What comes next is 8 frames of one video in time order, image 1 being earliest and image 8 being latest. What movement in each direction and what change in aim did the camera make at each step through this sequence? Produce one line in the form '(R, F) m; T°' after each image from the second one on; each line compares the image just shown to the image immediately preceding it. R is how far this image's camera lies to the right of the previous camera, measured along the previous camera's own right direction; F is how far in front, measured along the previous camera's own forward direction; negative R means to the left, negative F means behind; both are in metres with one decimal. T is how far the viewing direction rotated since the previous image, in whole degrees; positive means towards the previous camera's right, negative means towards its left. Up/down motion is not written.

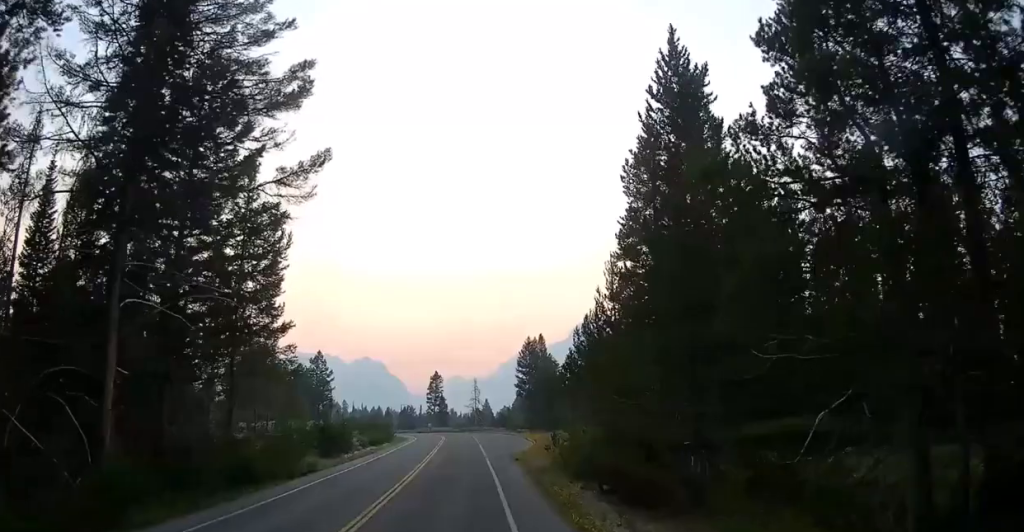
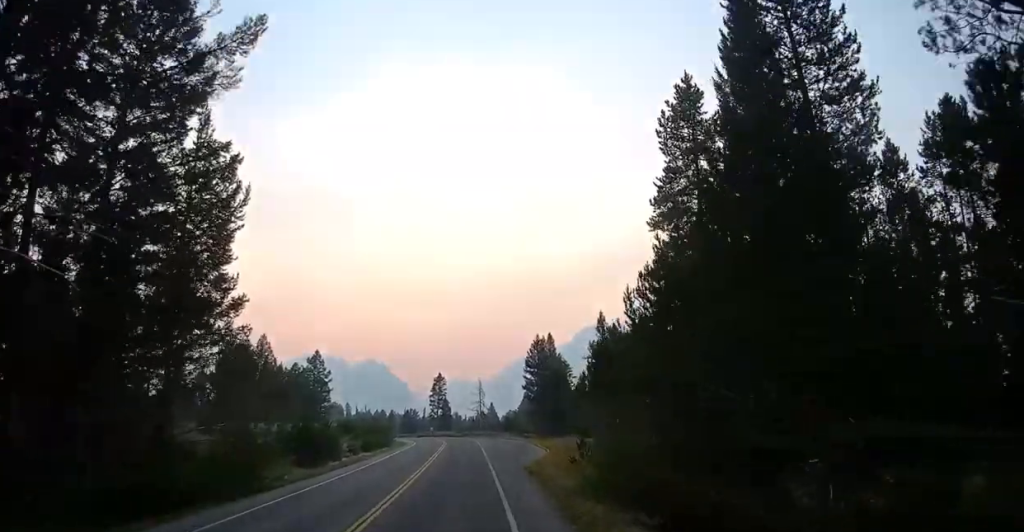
(+0.2, +7.3) m; 0°
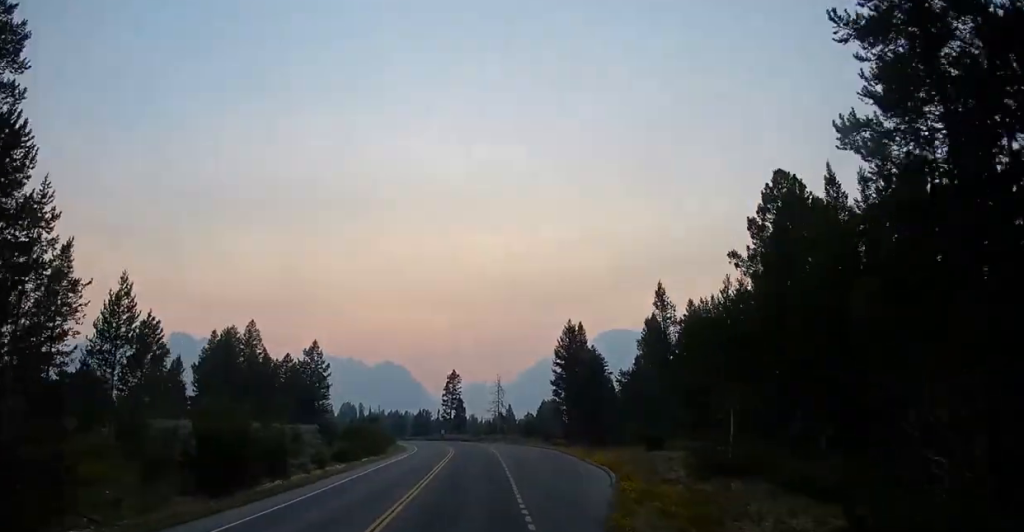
(-0.3, +18.8) m; -1°
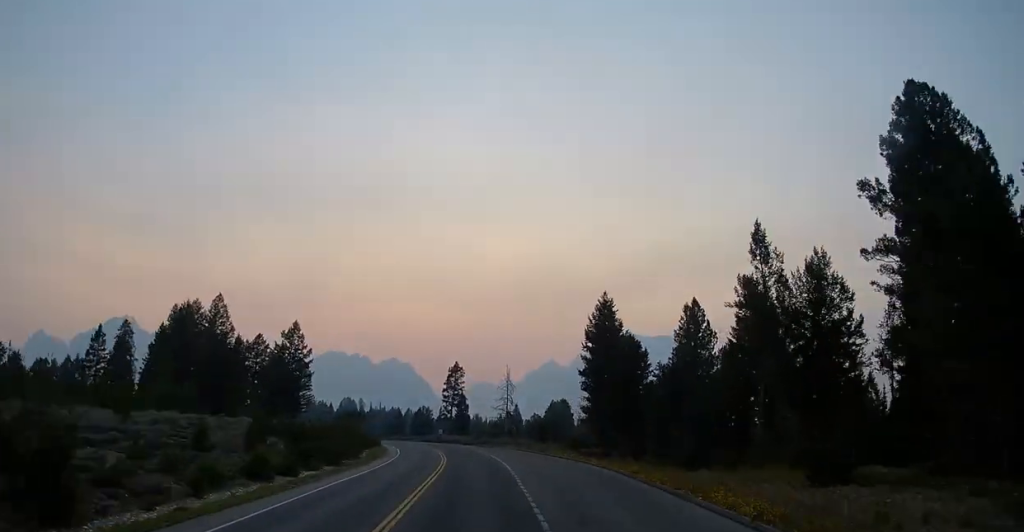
(+0.3, +19.3) m; +3°
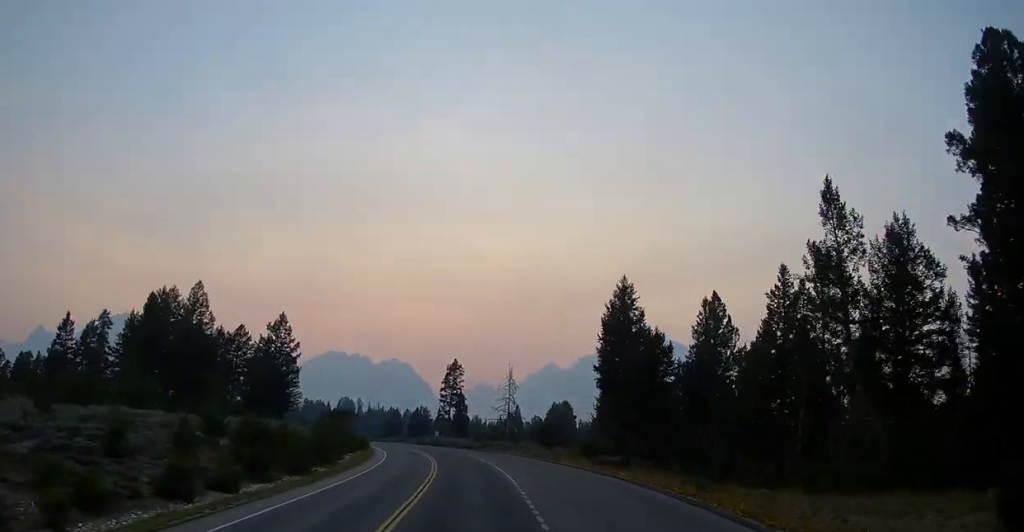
(+0.2, +8.2) m; +1°
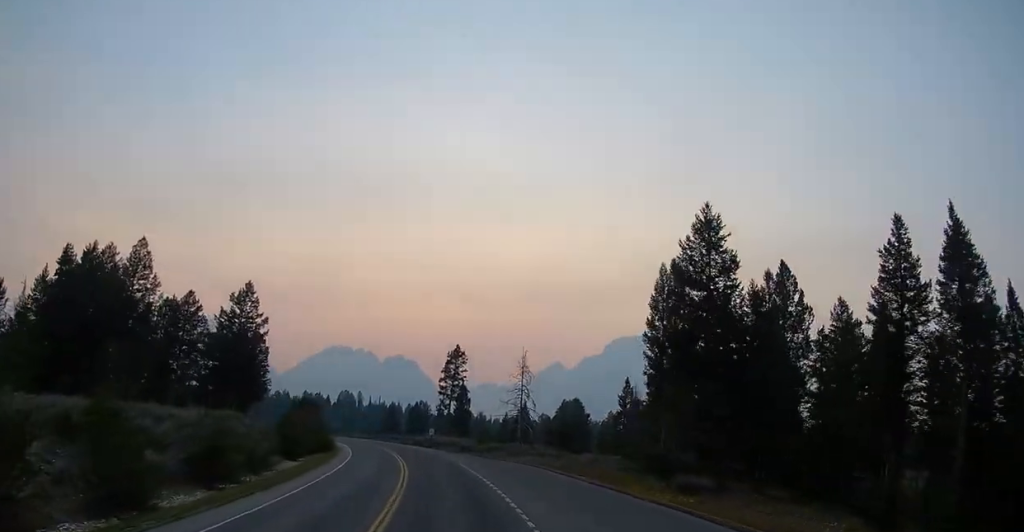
(-0.1, +19.6) m; -3°
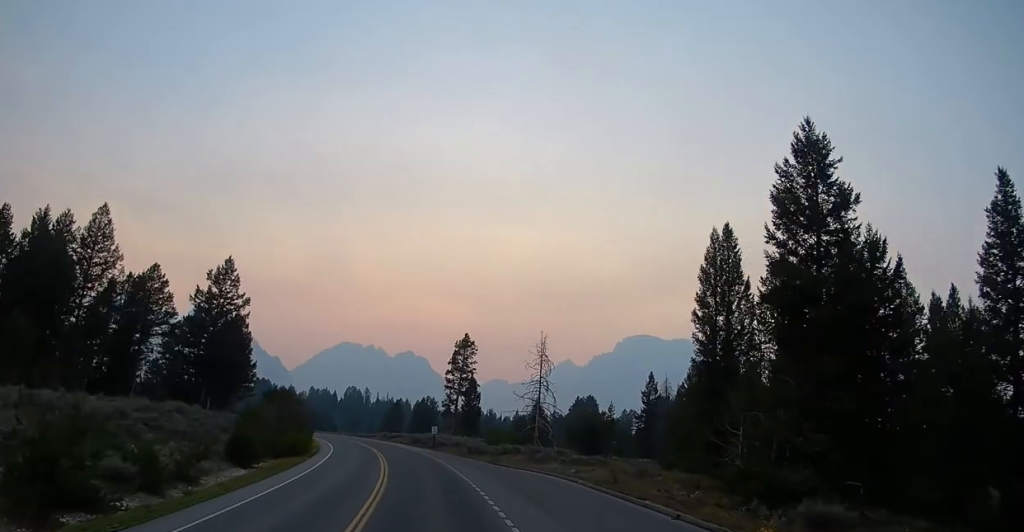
(-0.4, +12.1) m; -4°
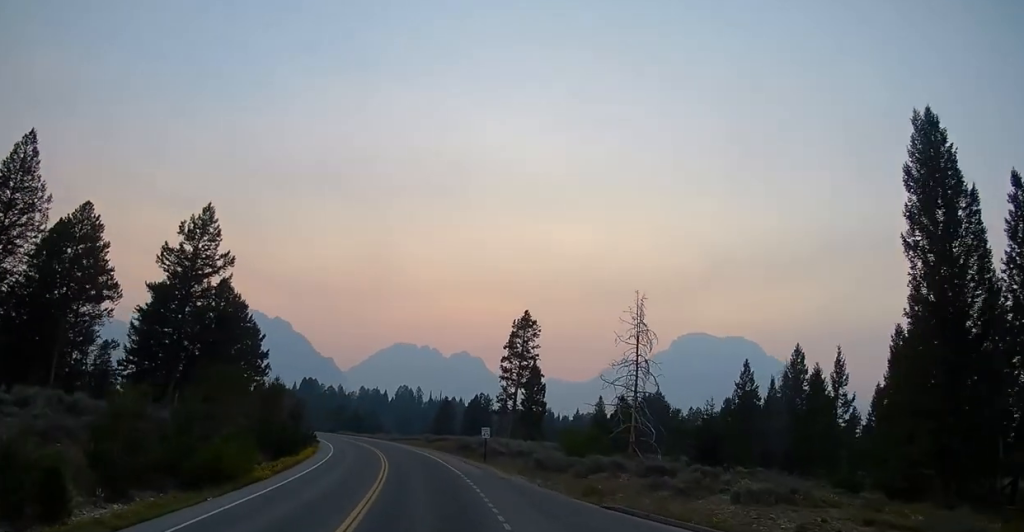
(-0.9, +21.3) m; -3°
